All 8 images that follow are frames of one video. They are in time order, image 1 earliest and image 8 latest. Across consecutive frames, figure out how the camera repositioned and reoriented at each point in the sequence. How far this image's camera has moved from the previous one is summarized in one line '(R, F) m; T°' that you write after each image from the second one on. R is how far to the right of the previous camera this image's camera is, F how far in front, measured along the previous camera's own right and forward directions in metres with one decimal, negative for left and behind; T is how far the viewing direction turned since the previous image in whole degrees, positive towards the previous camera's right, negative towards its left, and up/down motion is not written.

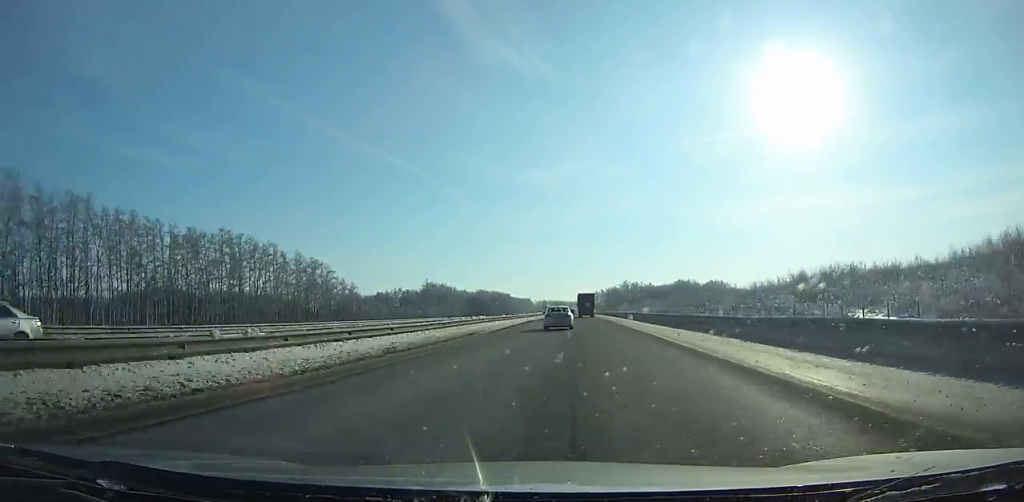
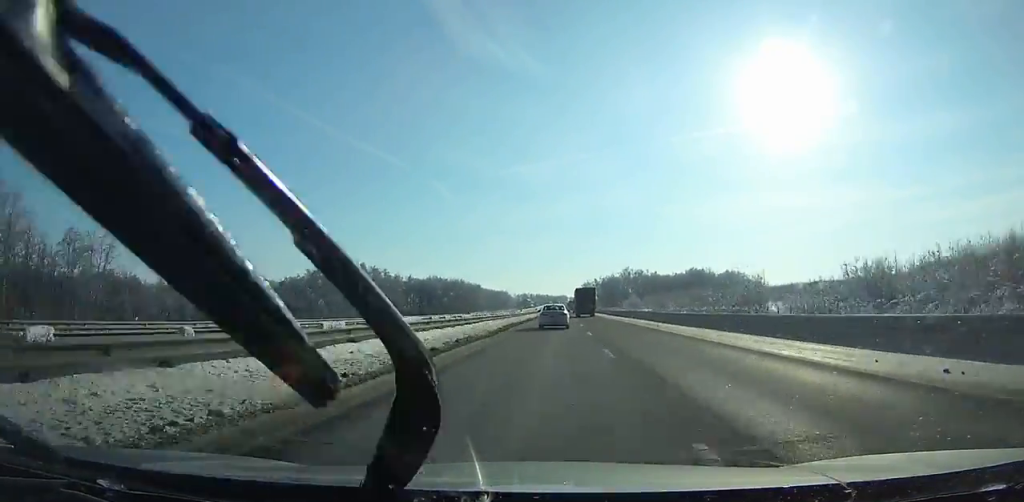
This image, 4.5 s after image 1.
(+0.5, +120.5) m; +1°
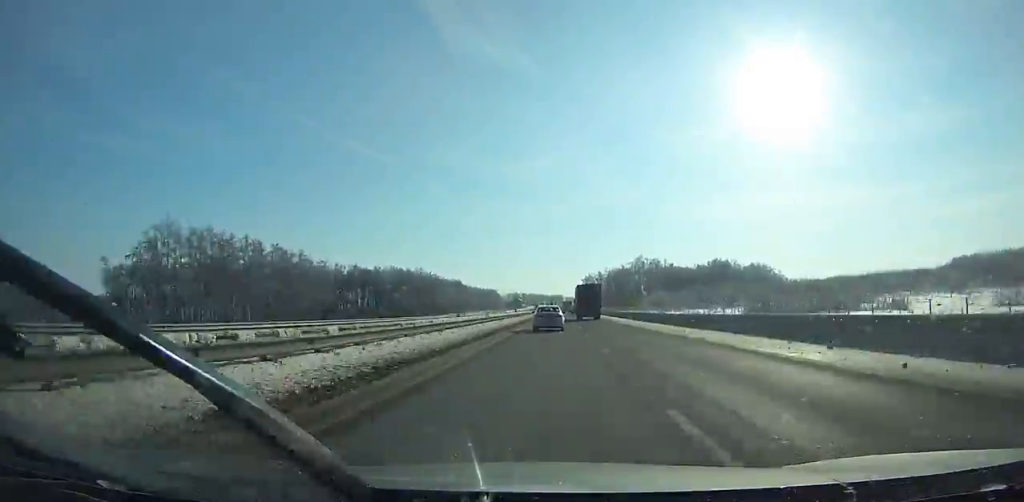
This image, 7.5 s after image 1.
(+0.4, +82.3) m; 0°
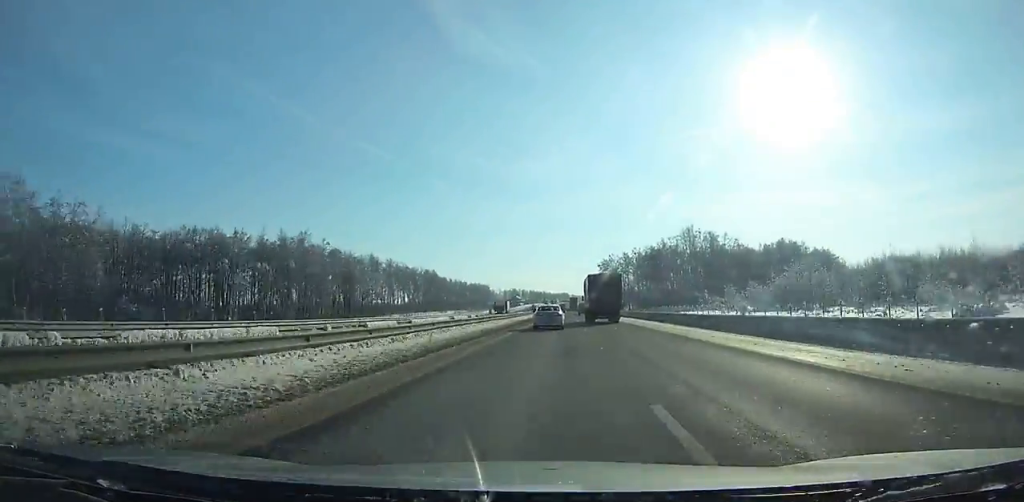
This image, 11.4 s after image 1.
(-0.2, +108.0) m; 0°
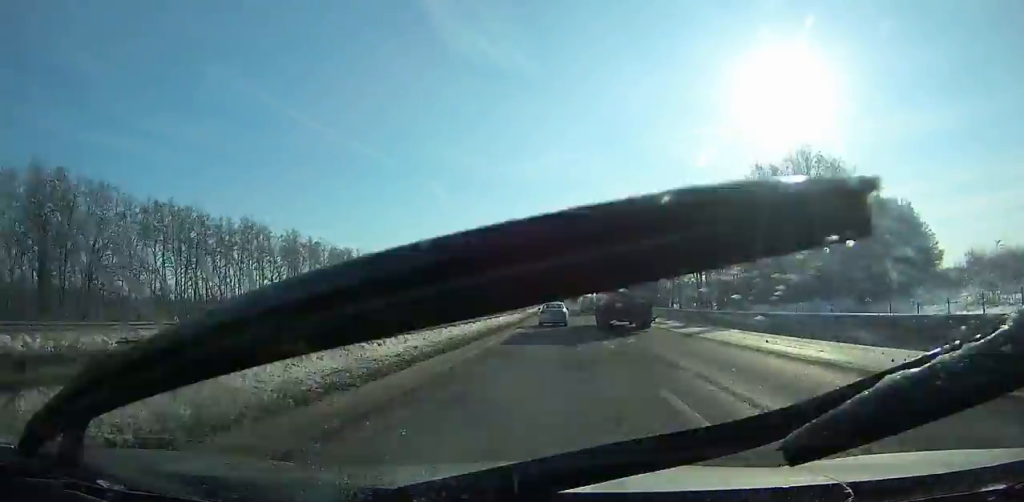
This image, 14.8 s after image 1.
(-0.1, +94.2) m; 0°
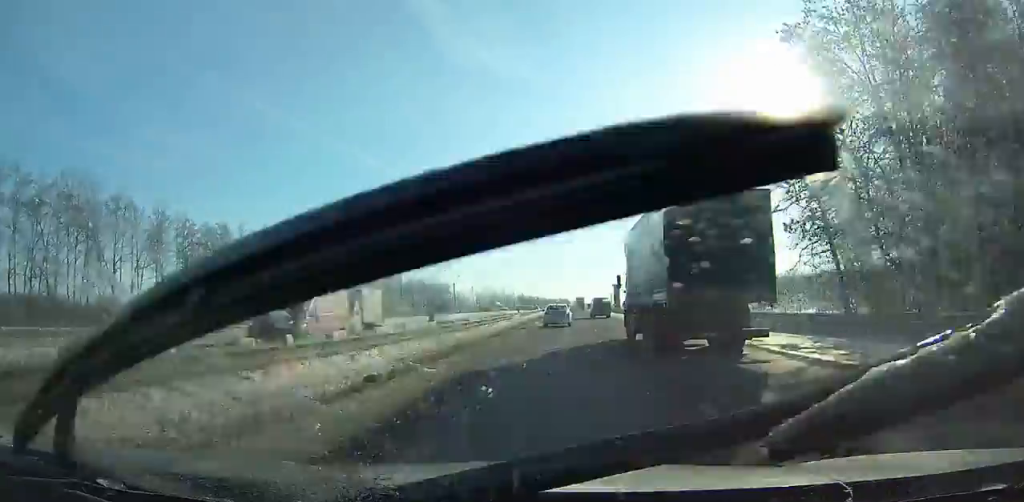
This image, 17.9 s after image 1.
(+0.1, +85.4) m; 0°
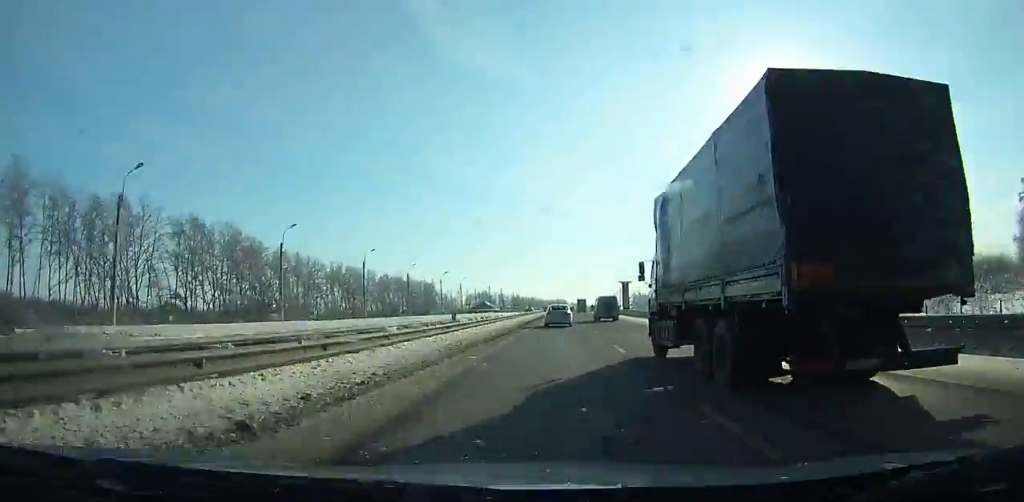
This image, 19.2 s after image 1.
(0.0, +35.6) m; 0°
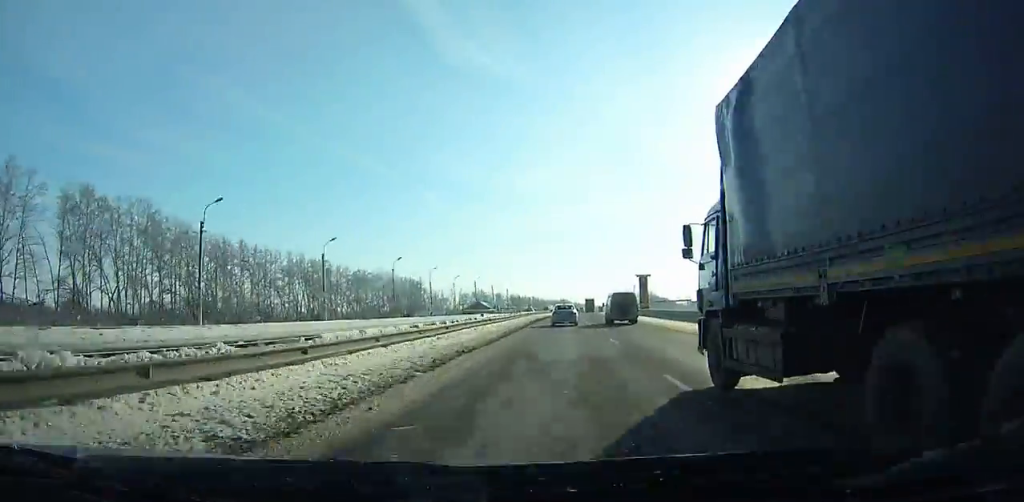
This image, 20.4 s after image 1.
(-0.1, +32.7) m; 0°
